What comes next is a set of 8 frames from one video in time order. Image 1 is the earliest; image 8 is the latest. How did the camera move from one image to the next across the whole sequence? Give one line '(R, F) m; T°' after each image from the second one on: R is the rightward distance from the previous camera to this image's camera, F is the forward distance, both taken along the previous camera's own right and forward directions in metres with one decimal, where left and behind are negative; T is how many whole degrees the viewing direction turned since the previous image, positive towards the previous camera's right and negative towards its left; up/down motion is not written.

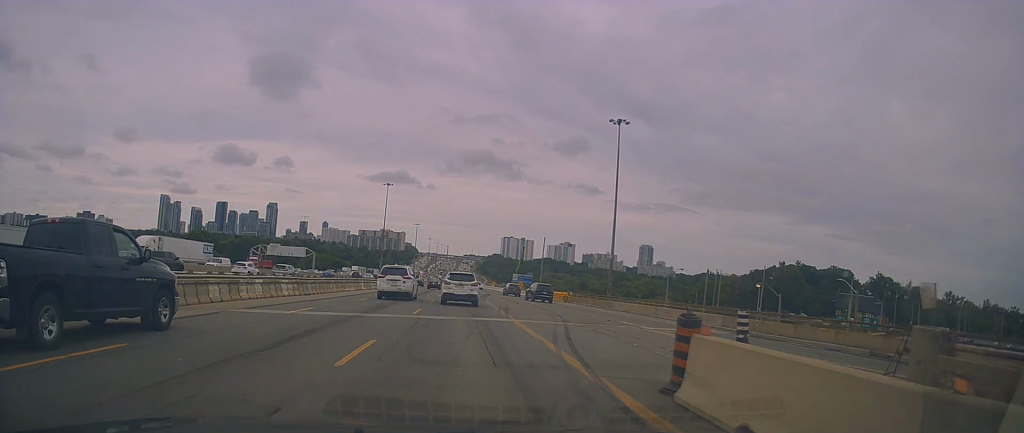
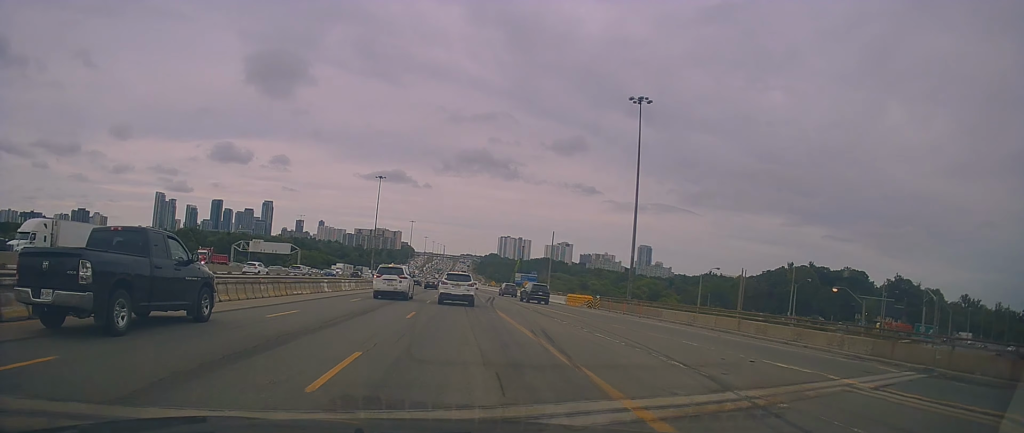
(0.0, +13.5) m; +1°
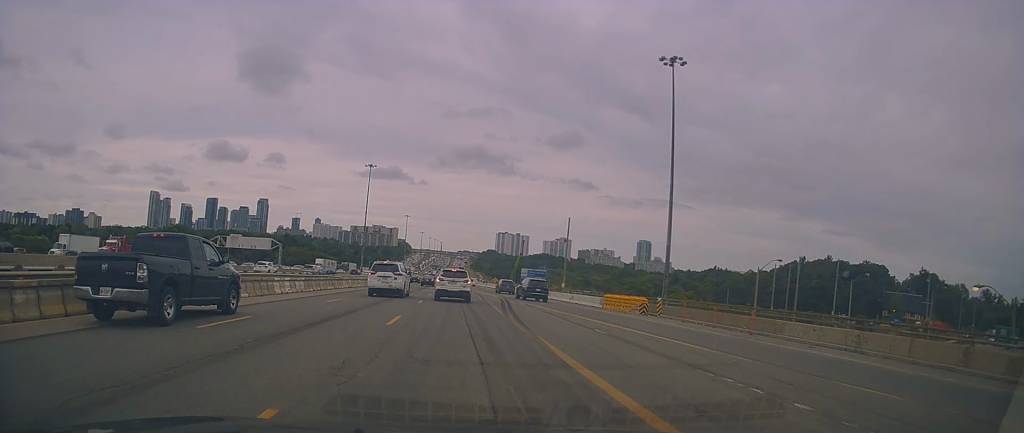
(+0.3, +15.5) m; +2°
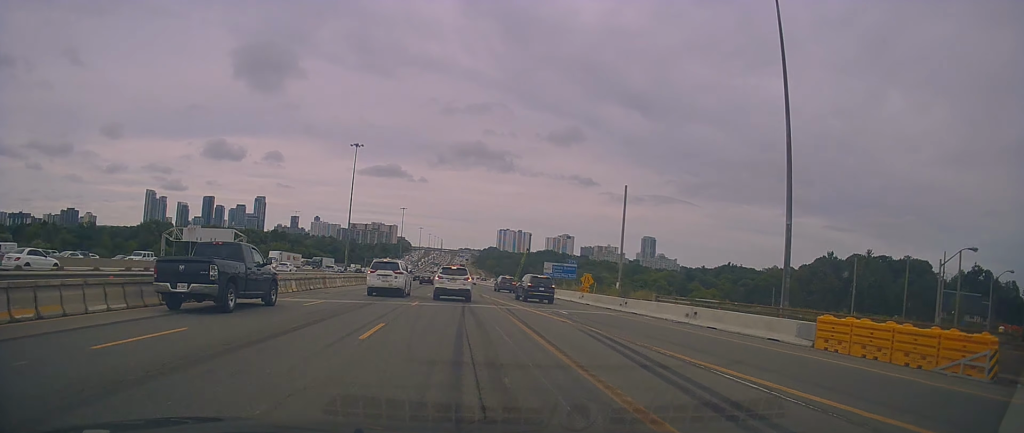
(-0.4, +27.5) m; -2°
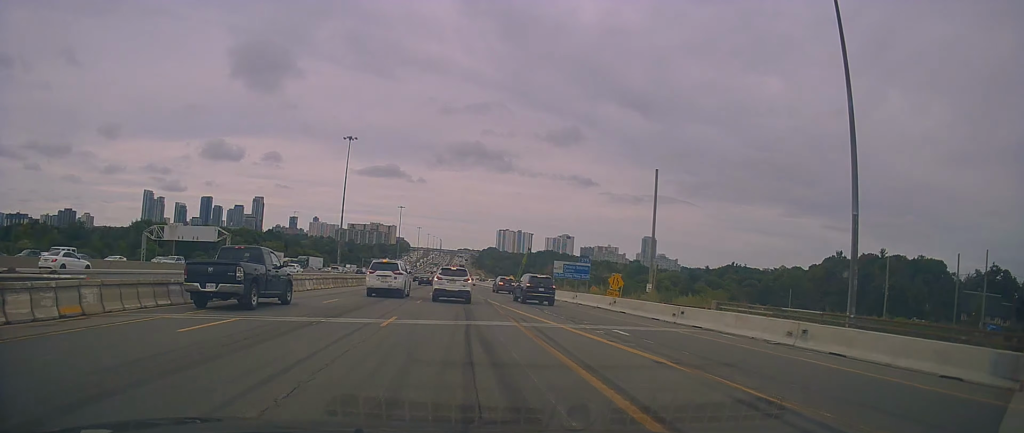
(-0.2, +9.6) m; 0°
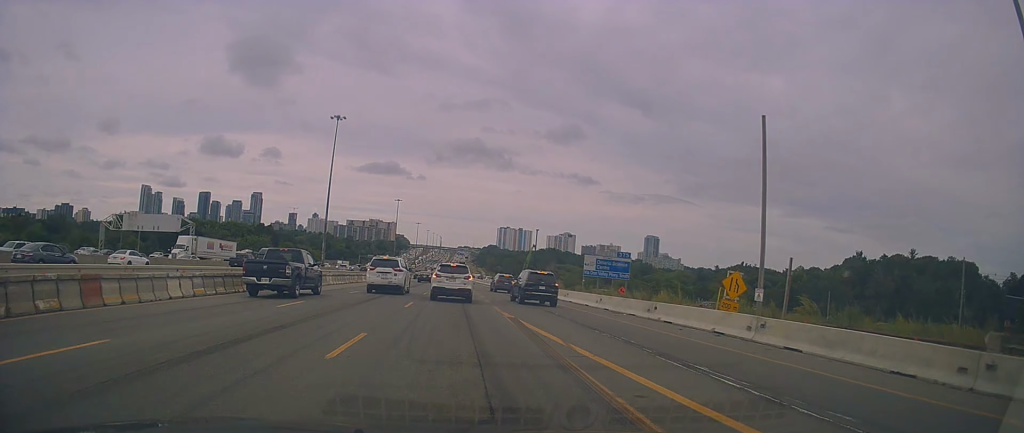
(+0.6, +19.0) m; +2°
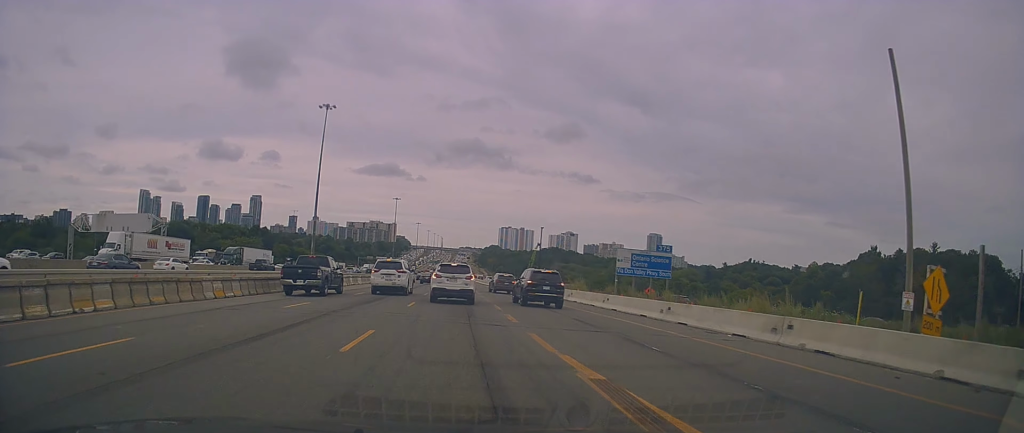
(+0.4, +12.7) m; -1°
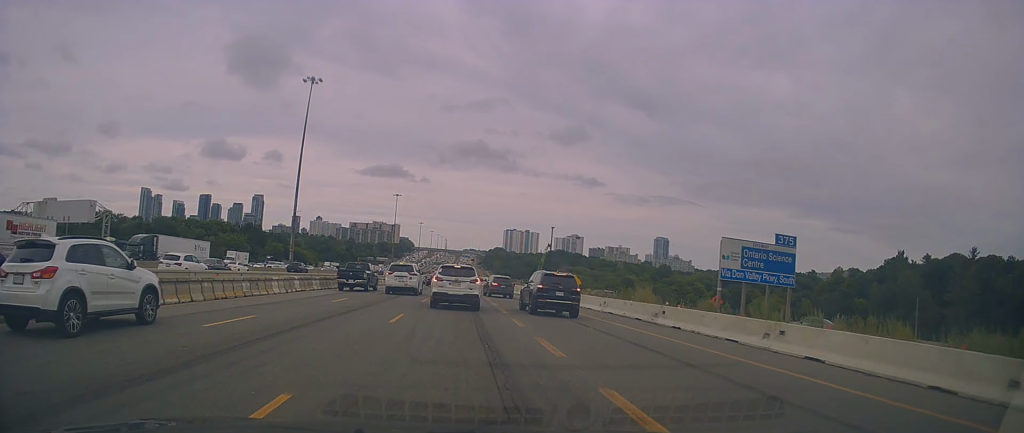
(-0.9, +20.5) m; 0°
